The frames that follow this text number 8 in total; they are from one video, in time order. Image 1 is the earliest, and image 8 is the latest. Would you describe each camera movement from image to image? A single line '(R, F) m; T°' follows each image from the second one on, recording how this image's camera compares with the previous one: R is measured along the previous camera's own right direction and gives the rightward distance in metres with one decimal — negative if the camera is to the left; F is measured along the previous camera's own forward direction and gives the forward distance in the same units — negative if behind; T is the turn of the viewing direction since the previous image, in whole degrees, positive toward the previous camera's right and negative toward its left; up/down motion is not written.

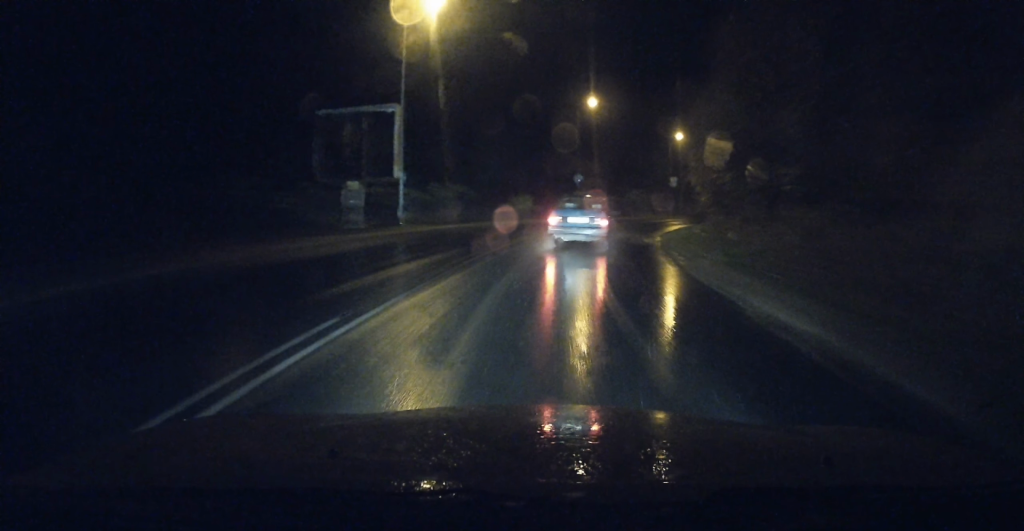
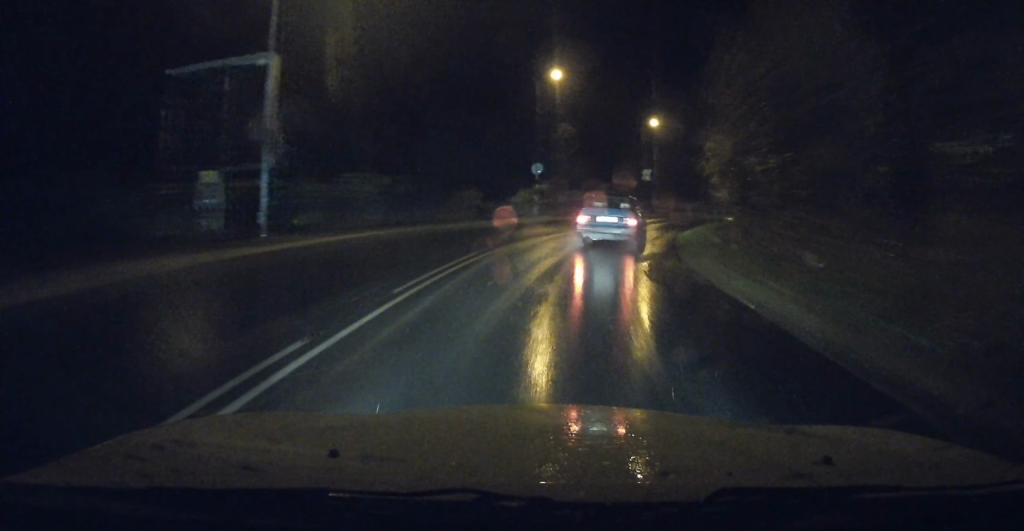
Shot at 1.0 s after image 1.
(+0.3, +9.3) m; +5°
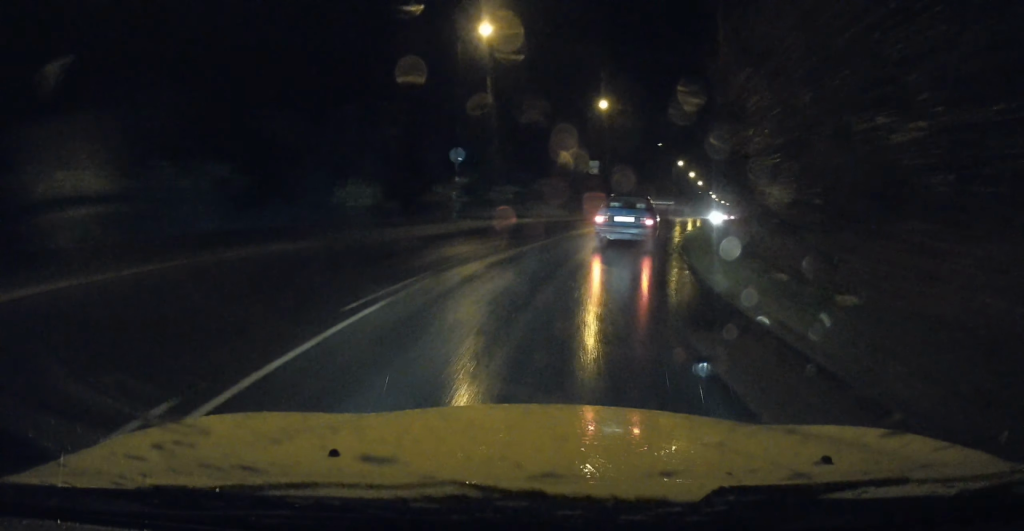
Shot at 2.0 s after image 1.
(+0.6, +10.3) m; +7°
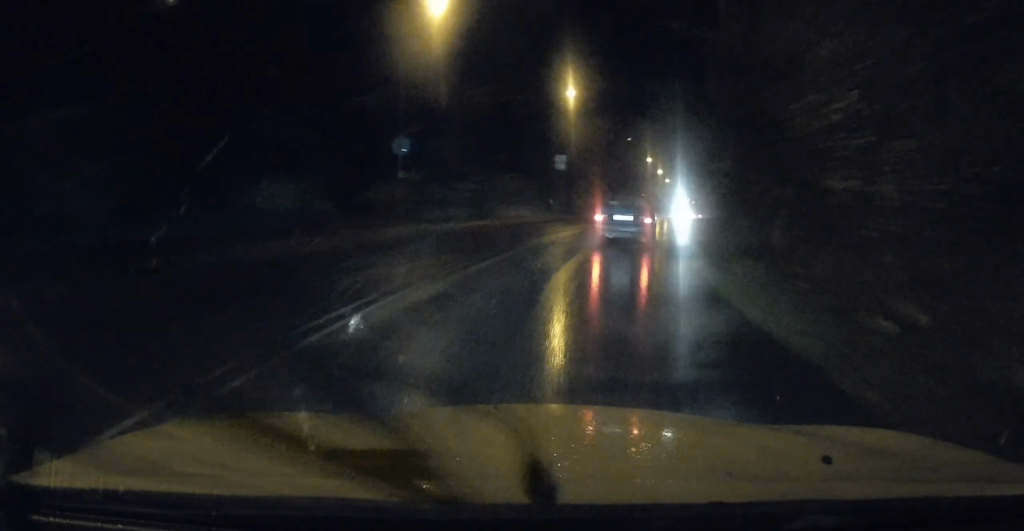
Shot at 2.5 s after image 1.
(+0.1, +4.9) m; +3°
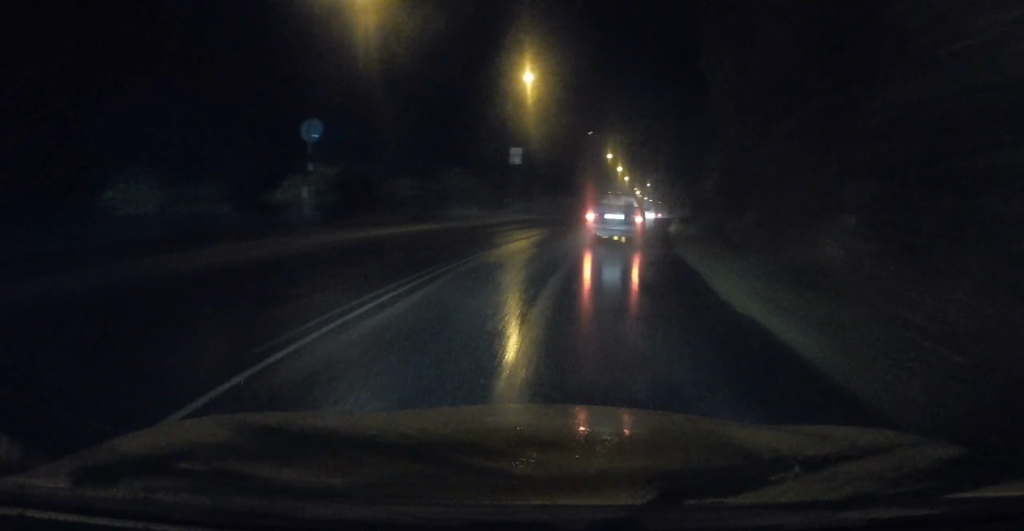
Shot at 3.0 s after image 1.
(+0.2, +5.8) m; +3°
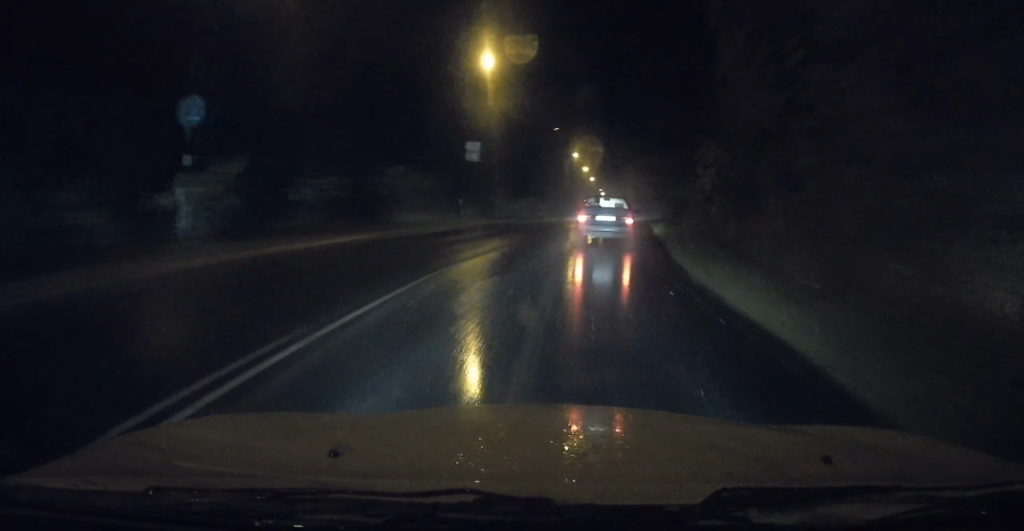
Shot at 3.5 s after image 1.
(+0.1, +5.5) m; +2°
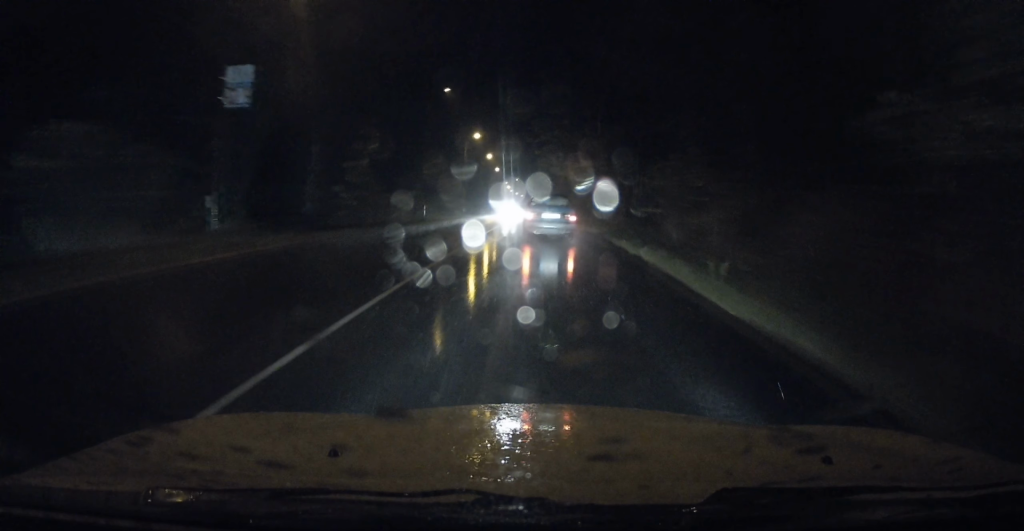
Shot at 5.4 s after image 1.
(+1.3, +20.7) m; +7°
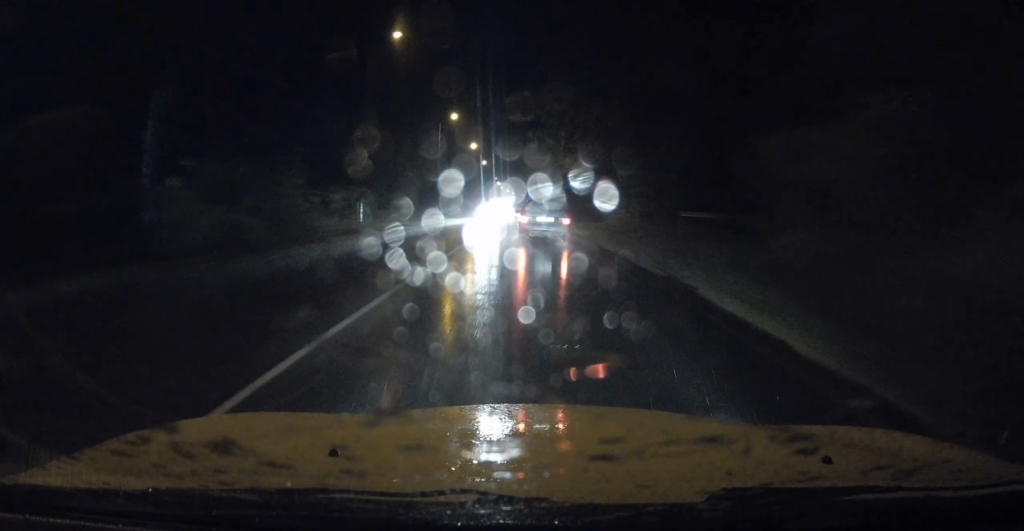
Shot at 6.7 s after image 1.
(+0.4, +14.5) m; +1°
